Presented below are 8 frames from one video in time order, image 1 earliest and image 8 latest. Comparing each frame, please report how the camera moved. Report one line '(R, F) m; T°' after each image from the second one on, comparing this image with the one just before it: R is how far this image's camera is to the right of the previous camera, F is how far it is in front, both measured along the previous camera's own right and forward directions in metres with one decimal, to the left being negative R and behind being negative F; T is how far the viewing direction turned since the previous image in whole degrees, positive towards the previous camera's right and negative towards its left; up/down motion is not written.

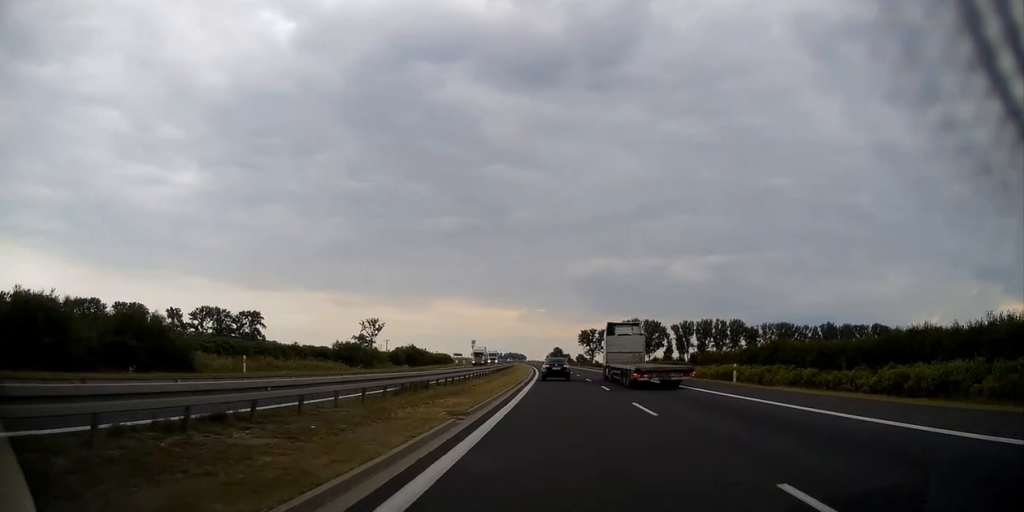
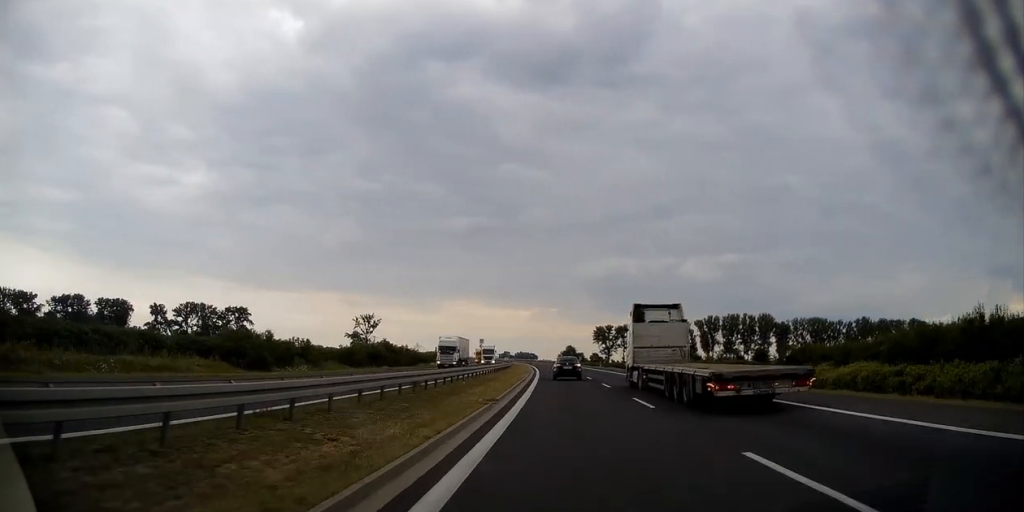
(-0.4, +34.9) m; -2°
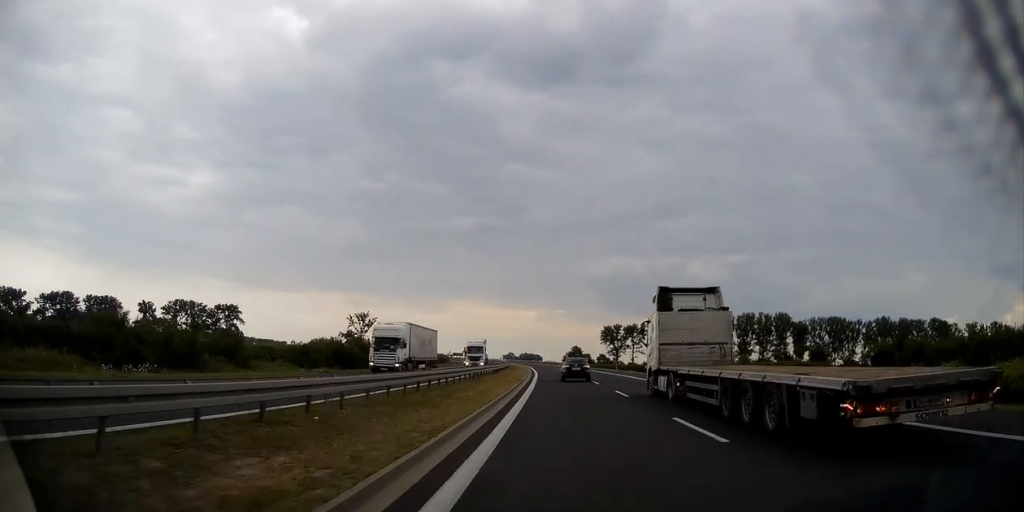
(-0.3, +19.2) m; 0°
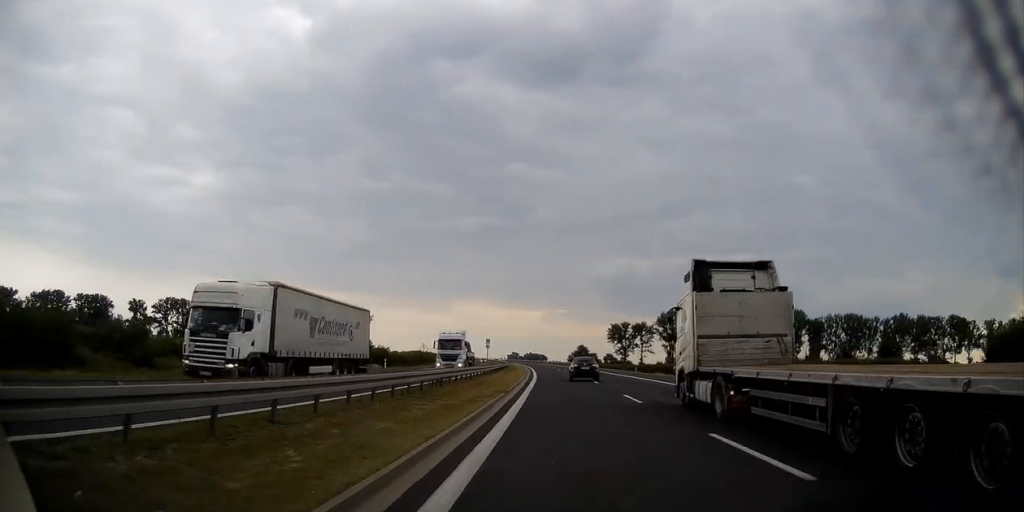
(-0.1, +15.6) m; 0°
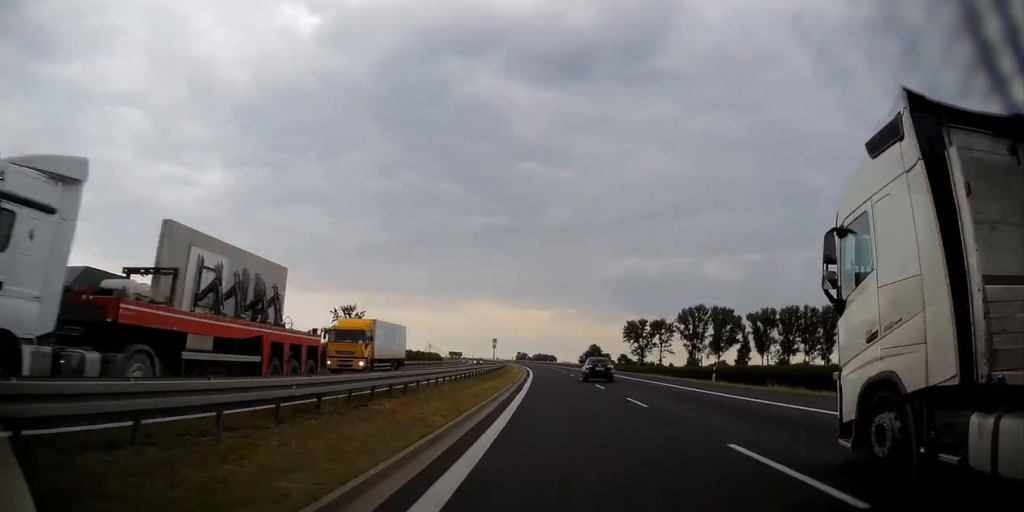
(+0.1, +28.7) m; -1°
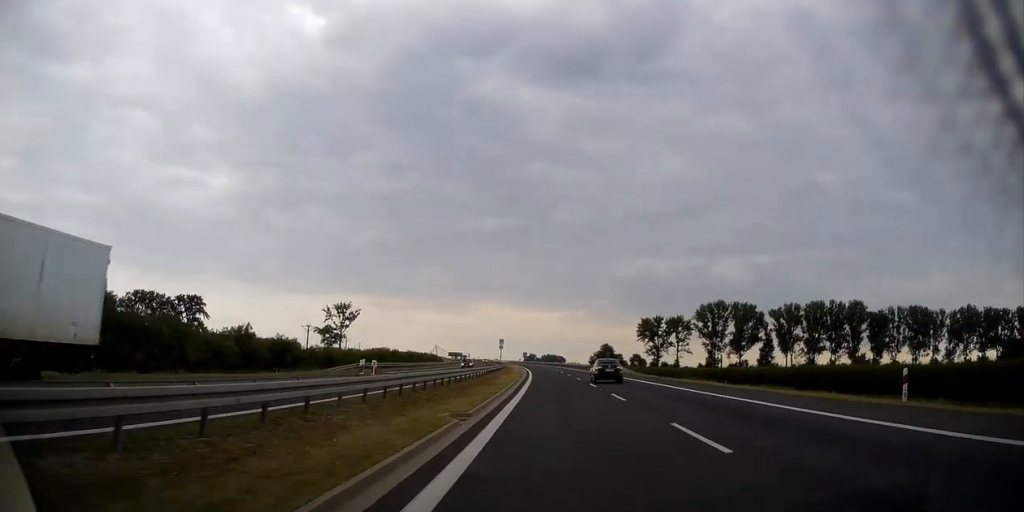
(-0.2, +20.2) m; -1°
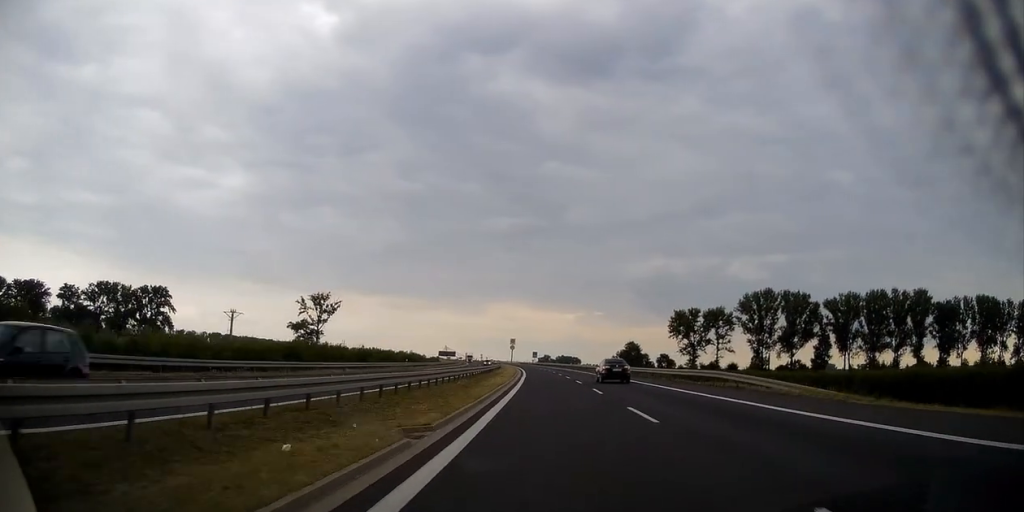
(-0.9, +43.8) m; -2°
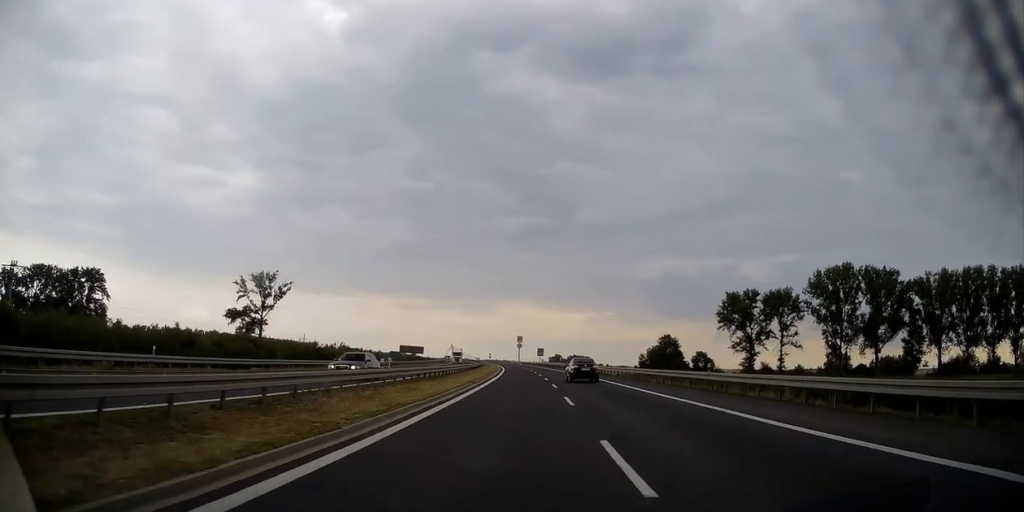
(-0.4, +55.3) m; -1°
